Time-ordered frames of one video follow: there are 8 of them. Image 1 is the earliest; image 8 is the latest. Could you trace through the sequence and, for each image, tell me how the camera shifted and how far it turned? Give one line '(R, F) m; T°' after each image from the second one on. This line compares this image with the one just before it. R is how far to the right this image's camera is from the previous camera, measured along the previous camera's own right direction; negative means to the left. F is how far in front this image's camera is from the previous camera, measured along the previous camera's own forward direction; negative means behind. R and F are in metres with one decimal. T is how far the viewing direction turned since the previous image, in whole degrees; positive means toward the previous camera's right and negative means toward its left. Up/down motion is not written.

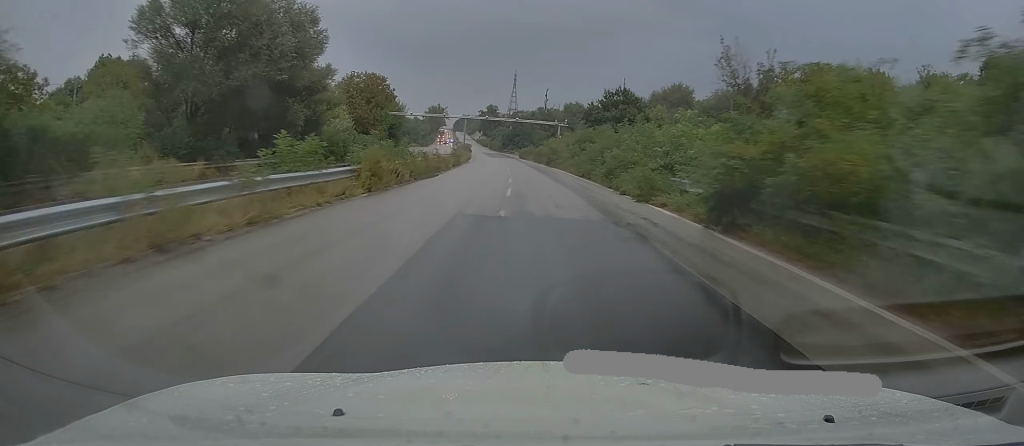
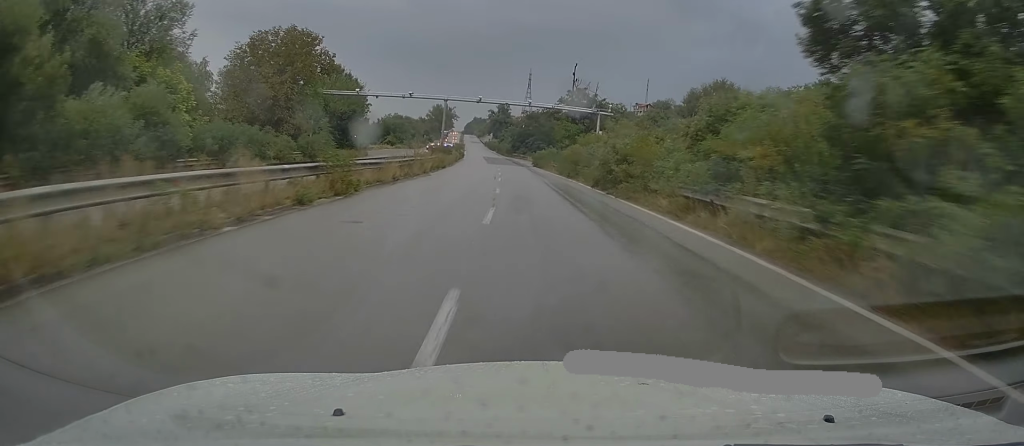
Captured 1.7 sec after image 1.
(-0.4, +33.9) m; -1°
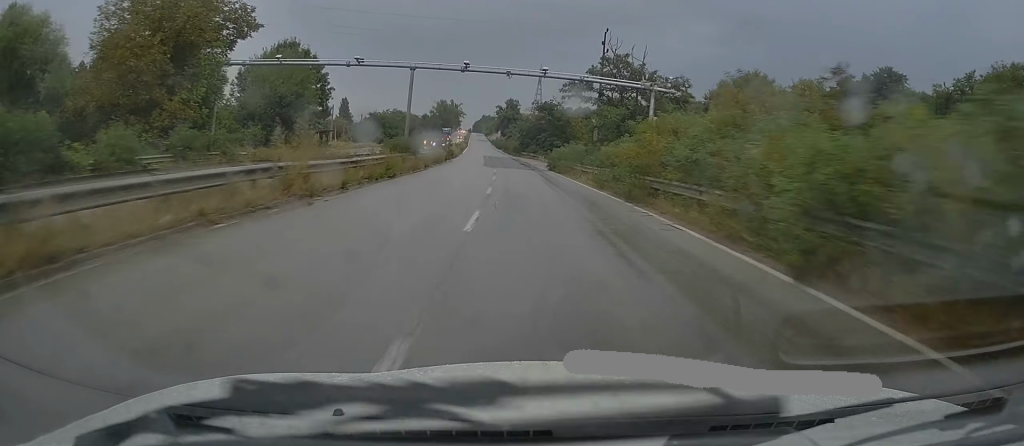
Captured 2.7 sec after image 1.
(-0.1, +19.3) m; 0°
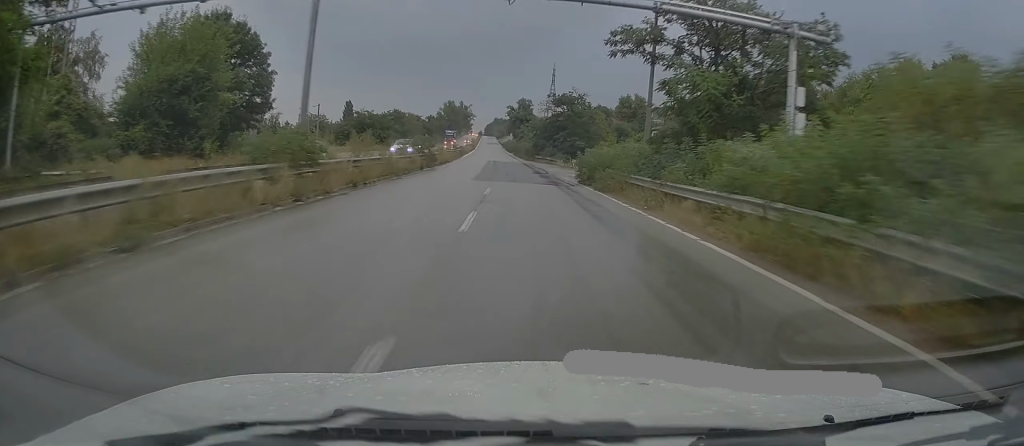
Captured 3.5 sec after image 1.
(0.0, +17.4) m; -1°
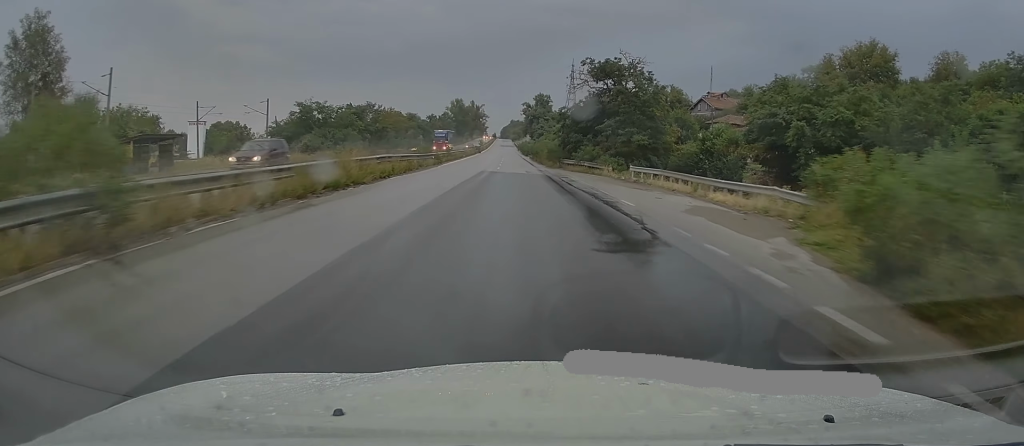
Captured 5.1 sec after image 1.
(-0.8, +30.7) m; -2°
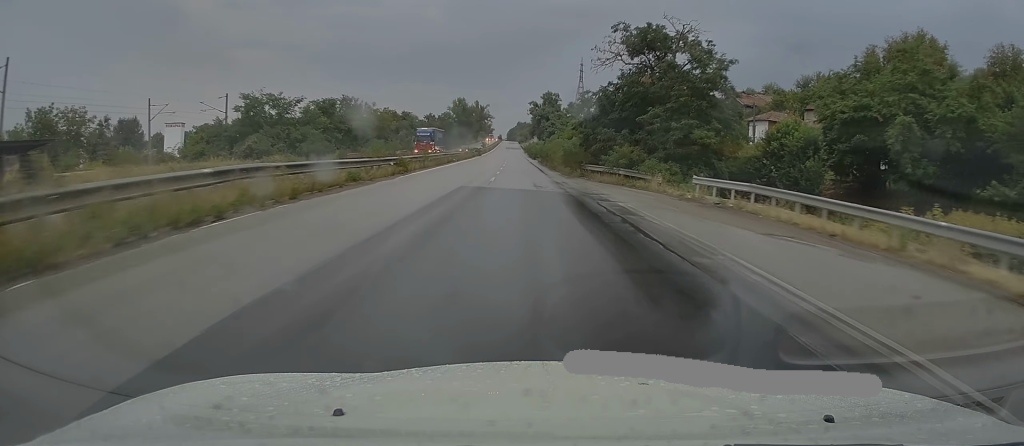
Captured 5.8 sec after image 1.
(0.0, +14.7) m; -1°
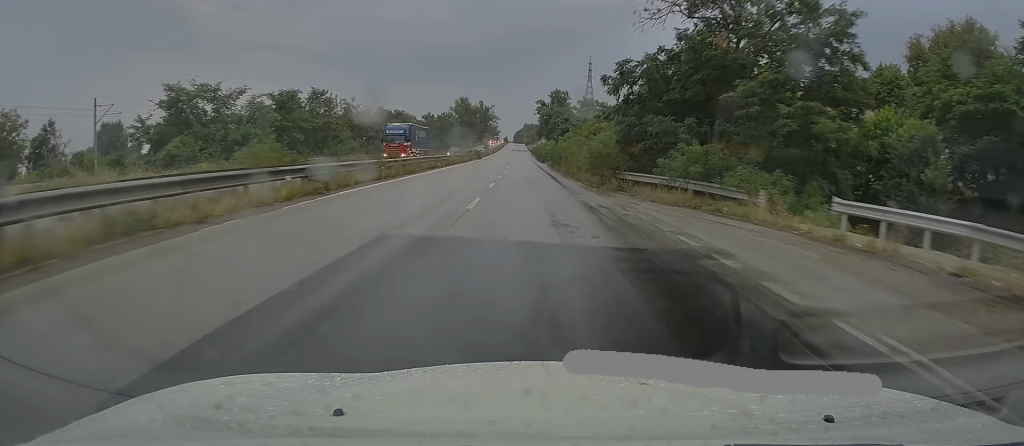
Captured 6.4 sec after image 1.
(-0.2, +12.7) m; -1°
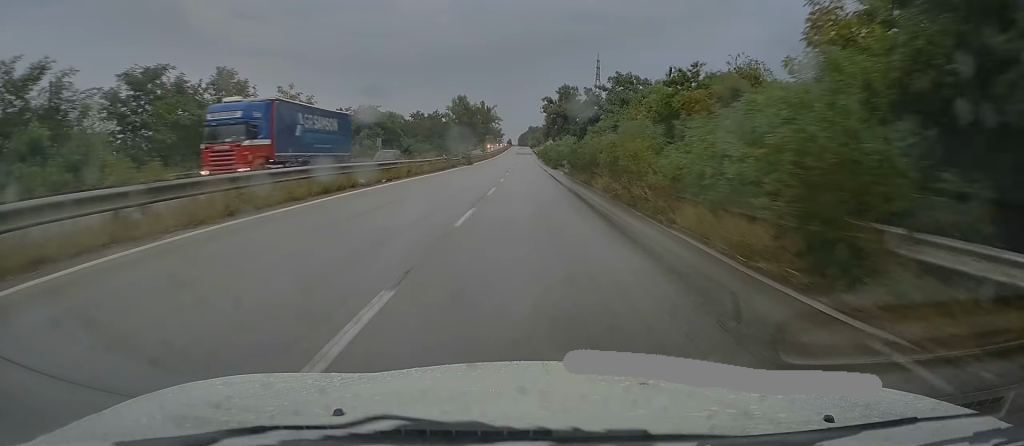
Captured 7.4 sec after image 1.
(-0.1, +20.0) m; 0°
